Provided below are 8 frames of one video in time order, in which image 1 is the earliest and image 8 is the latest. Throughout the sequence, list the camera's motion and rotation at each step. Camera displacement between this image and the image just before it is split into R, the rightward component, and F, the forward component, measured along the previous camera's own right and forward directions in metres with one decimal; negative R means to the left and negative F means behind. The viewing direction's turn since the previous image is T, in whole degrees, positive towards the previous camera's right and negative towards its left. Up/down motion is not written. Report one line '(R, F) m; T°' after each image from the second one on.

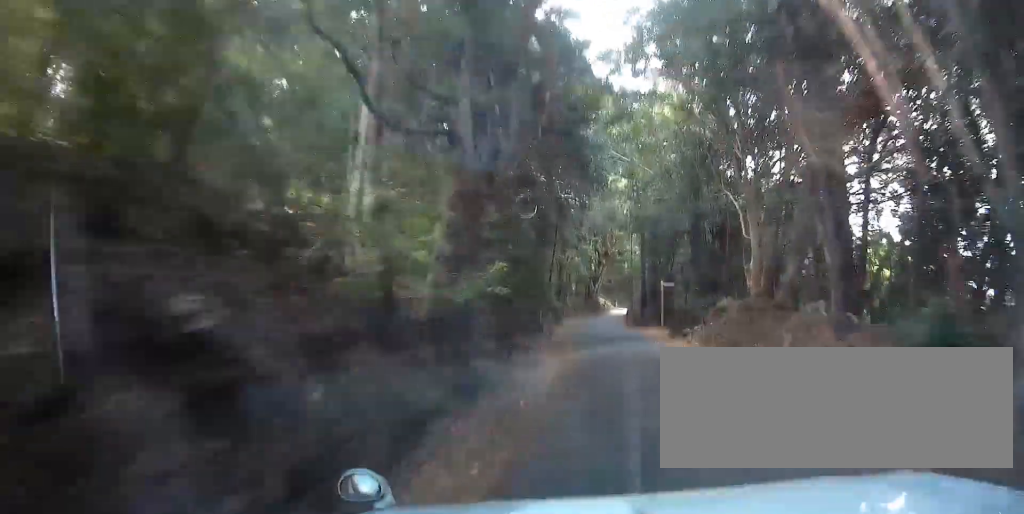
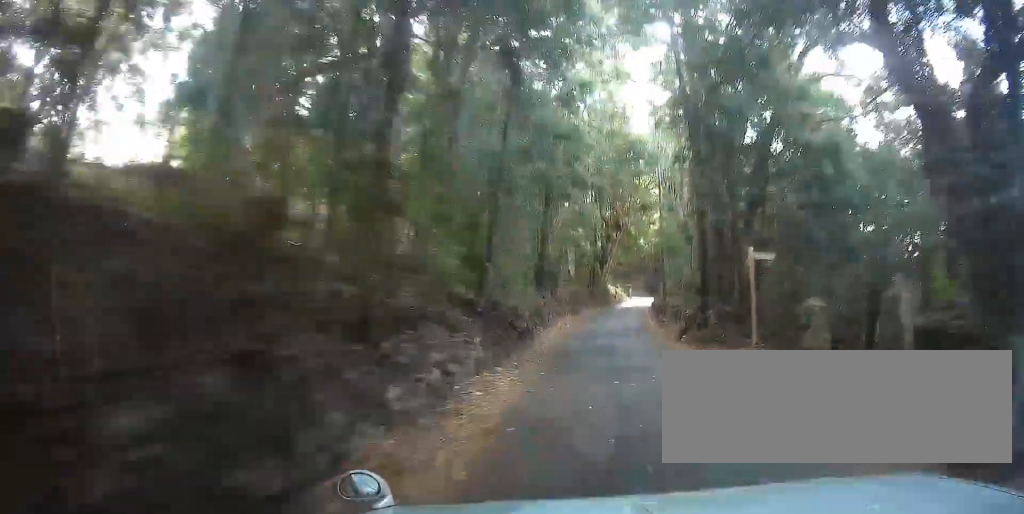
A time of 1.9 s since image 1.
(-1.3, +15.3) m; -8°
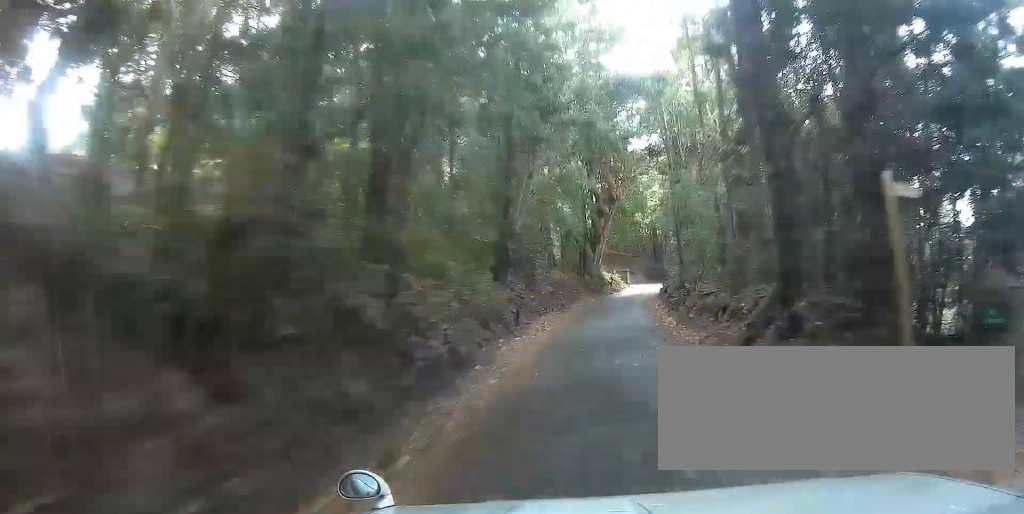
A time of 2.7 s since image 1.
(0.0, +6.9) m; +3°
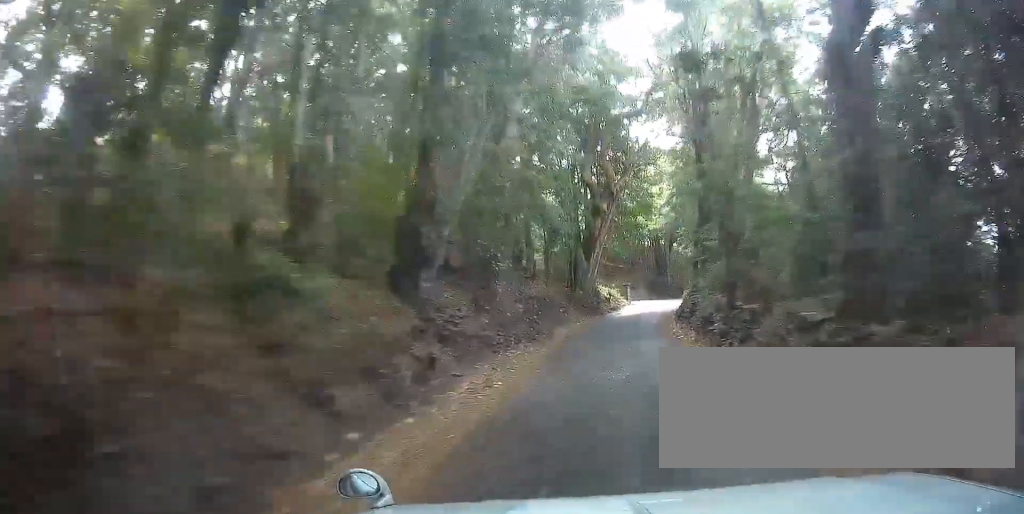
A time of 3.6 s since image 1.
(+0.5, +7.6) m; +4°
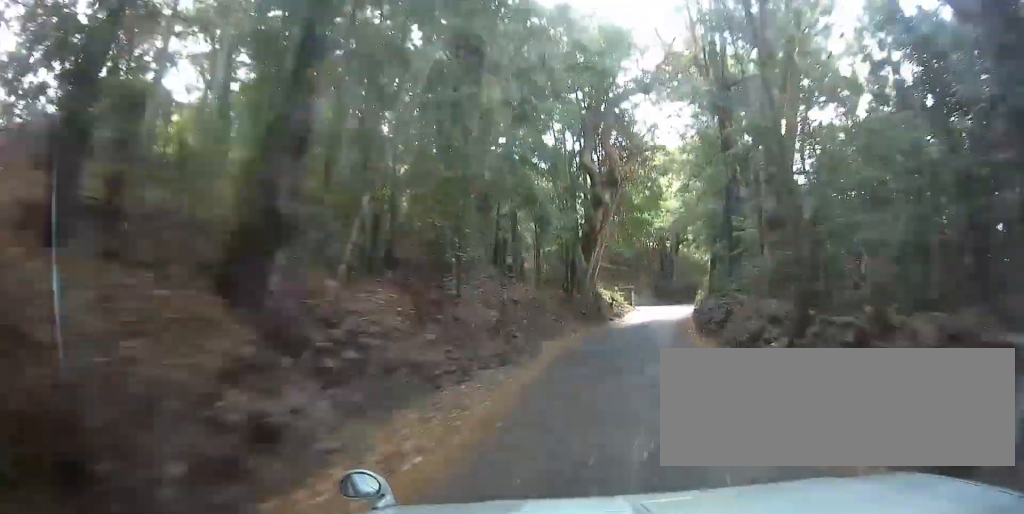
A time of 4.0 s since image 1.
(0.0, +3.9) m; 0°
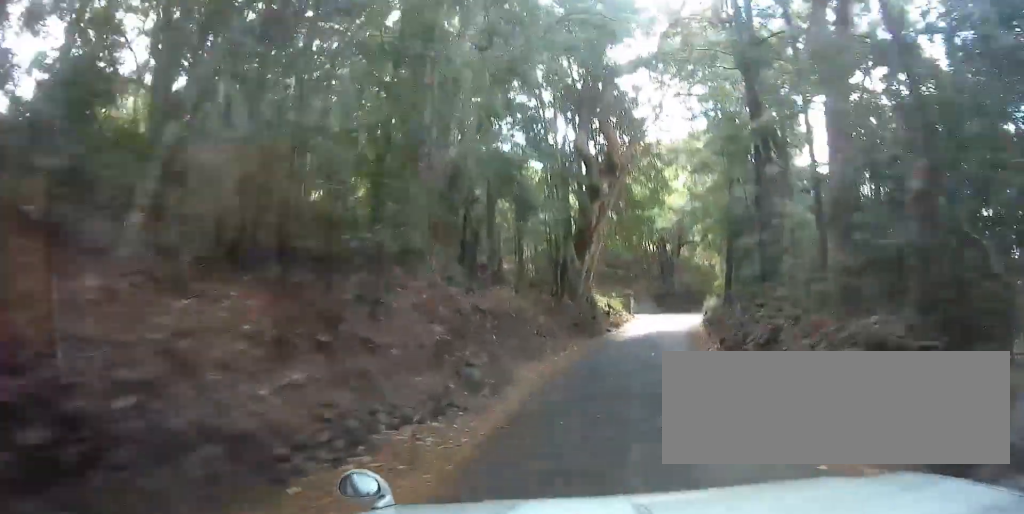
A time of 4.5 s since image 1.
(0.0, +3.9) m; 0°
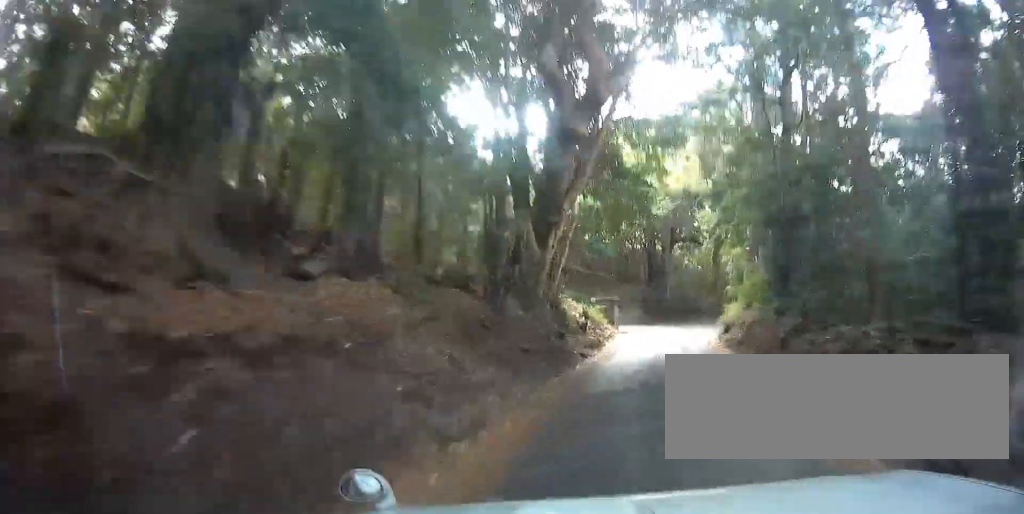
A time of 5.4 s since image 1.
(0.0, +8.5) m; +1°
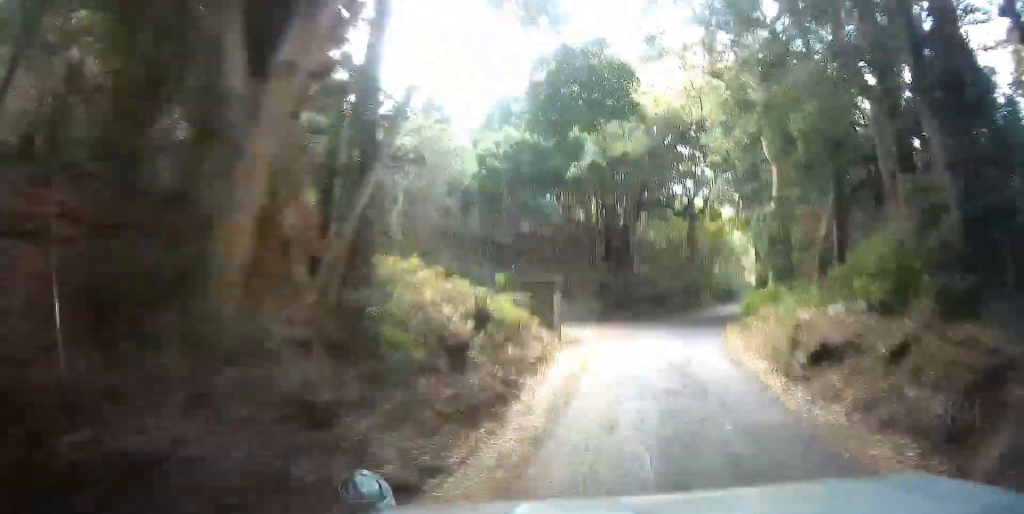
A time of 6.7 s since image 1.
(+0.2, +11.6) m; +3°
